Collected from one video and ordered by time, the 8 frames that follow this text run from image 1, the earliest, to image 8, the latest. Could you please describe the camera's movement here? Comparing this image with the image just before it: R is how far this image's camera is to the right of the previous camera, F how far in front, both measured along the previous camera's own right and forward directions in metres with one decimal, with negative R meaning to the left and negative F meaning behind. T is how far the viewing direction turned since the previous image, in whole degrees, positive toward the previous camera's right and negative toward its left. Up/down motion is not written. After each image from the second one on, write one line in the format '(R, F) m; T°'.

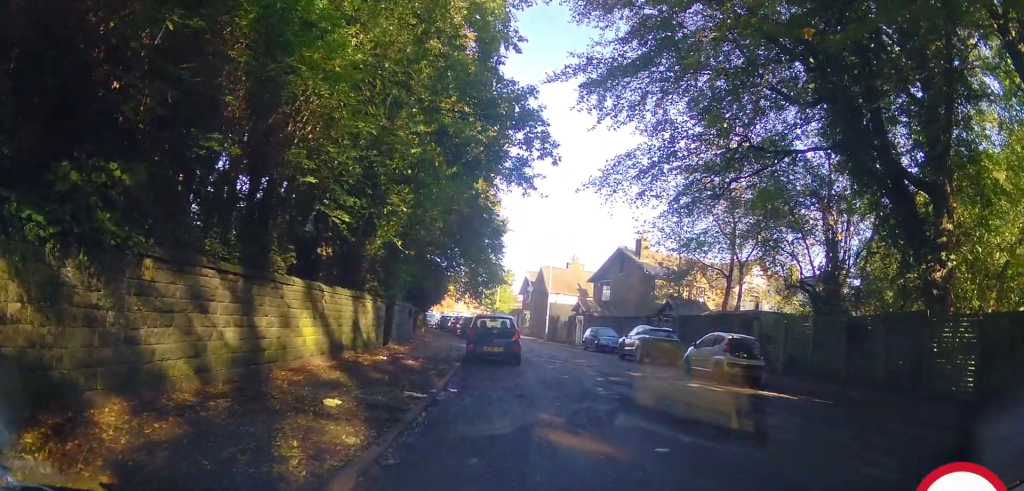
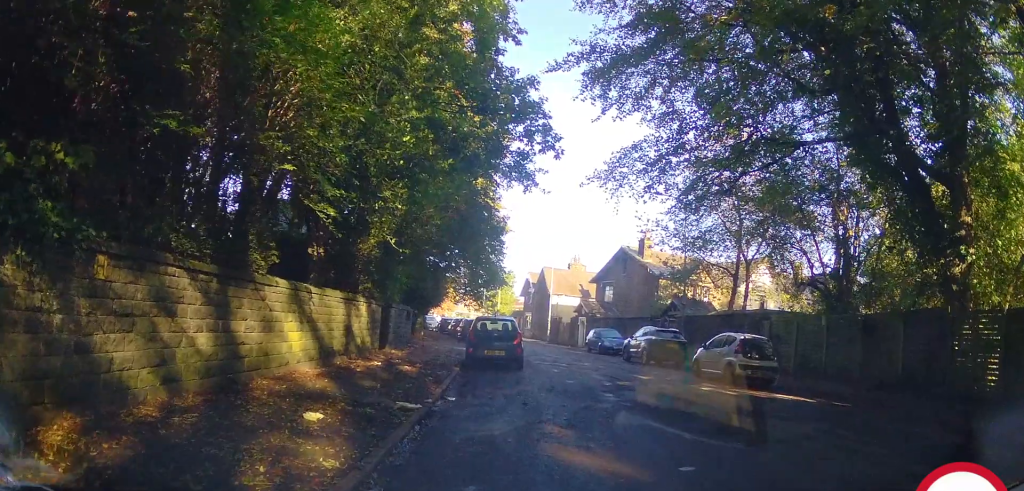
(+0.1, +0.9) m; +4°
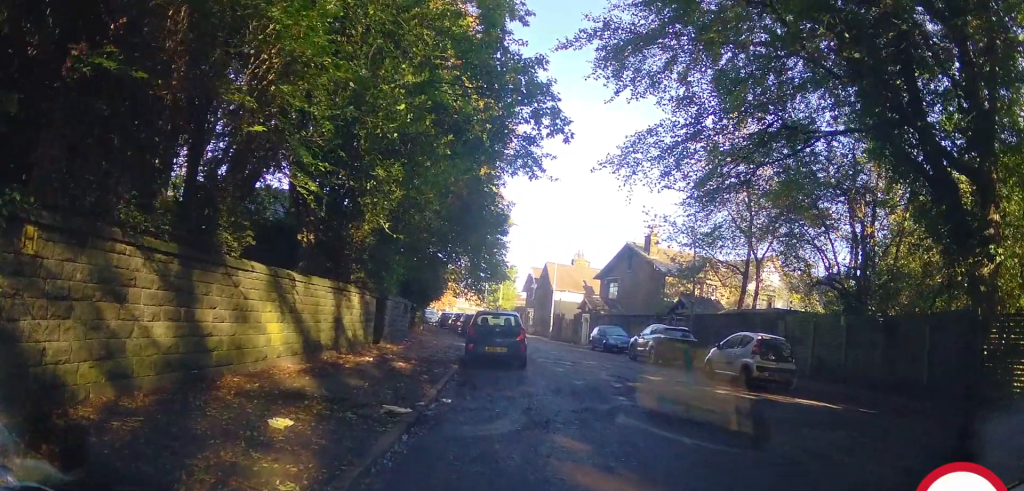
(0.0, +1.1) m; +3°
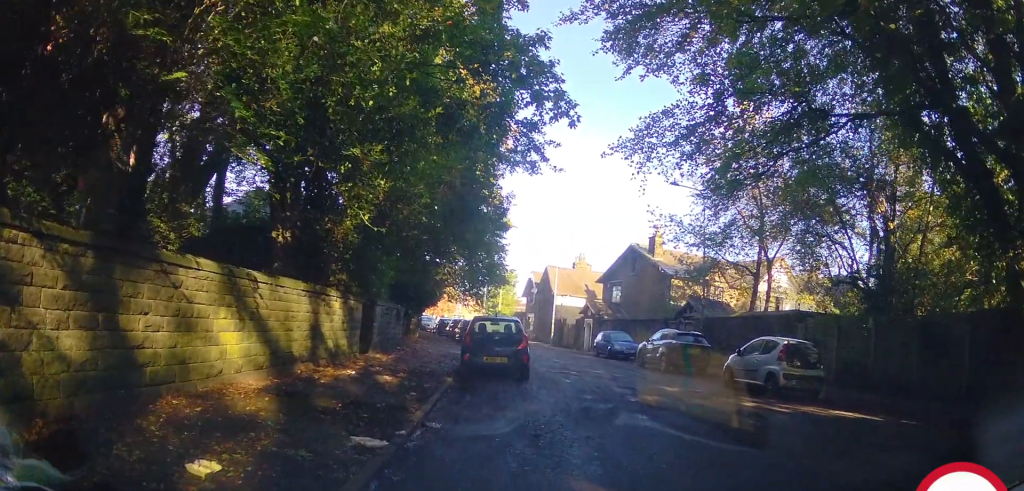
(0.0, +1.6) m; 0°
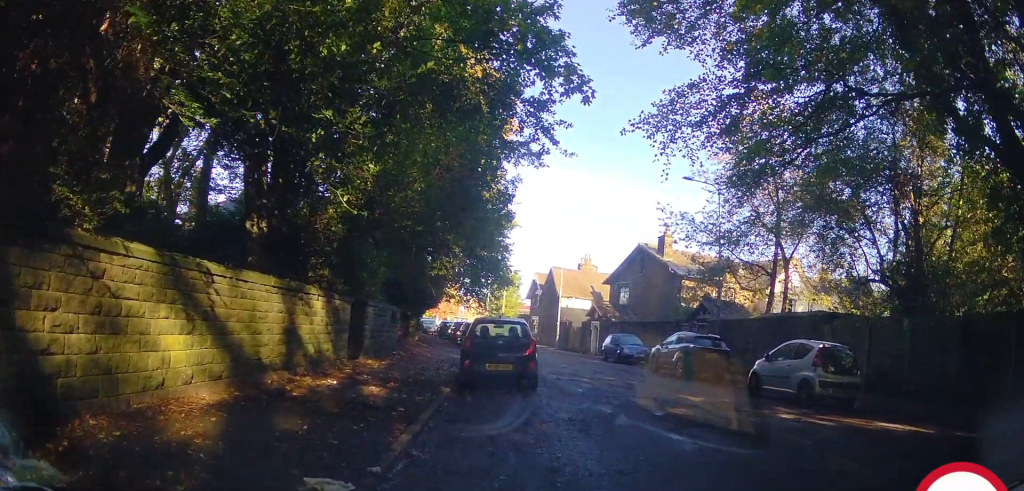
(-0.1, +0.9) m; 0°
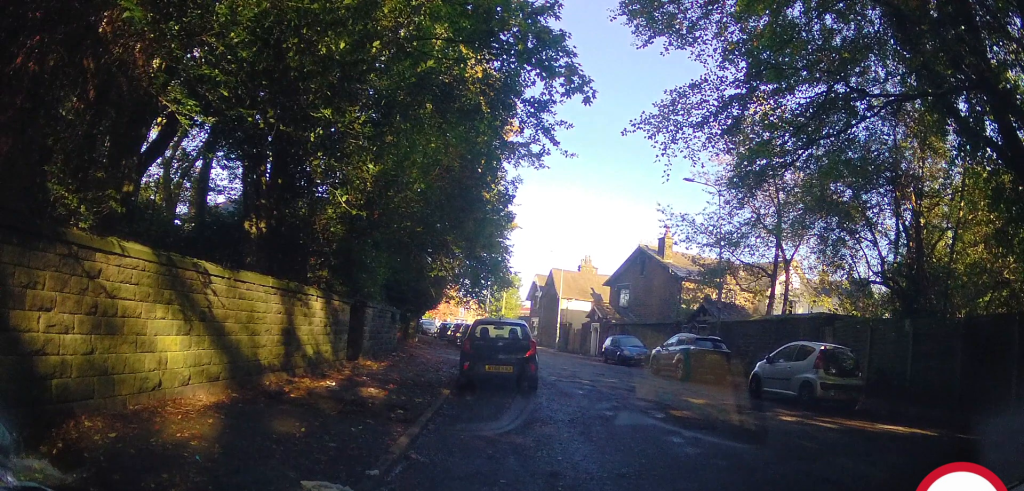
(0.0, 0.0) m; 0°
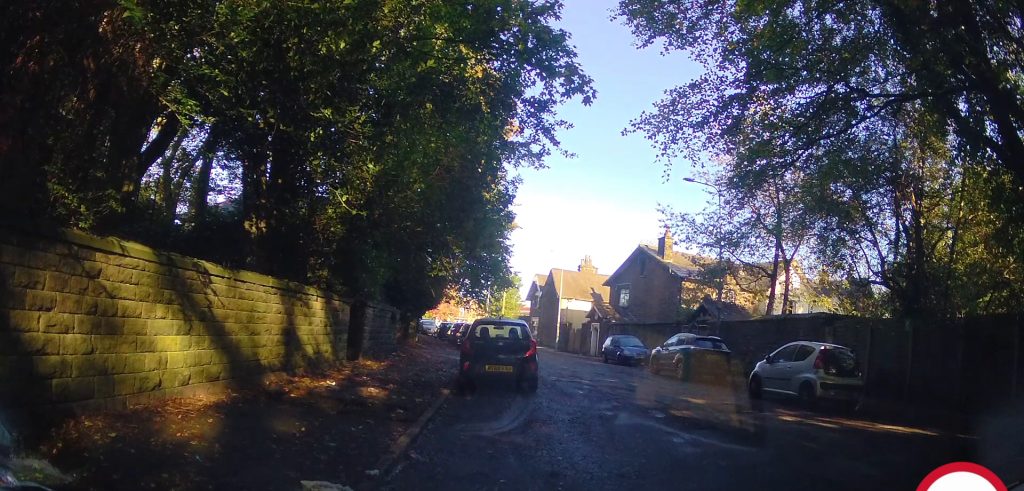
(0.0, 0.0) m; 0°
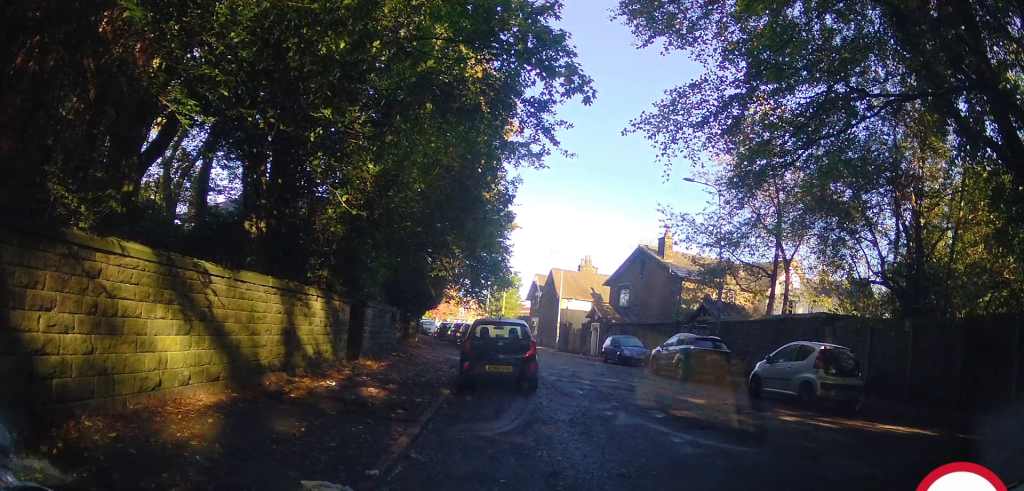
(0.0, 0.0) m; 0°
